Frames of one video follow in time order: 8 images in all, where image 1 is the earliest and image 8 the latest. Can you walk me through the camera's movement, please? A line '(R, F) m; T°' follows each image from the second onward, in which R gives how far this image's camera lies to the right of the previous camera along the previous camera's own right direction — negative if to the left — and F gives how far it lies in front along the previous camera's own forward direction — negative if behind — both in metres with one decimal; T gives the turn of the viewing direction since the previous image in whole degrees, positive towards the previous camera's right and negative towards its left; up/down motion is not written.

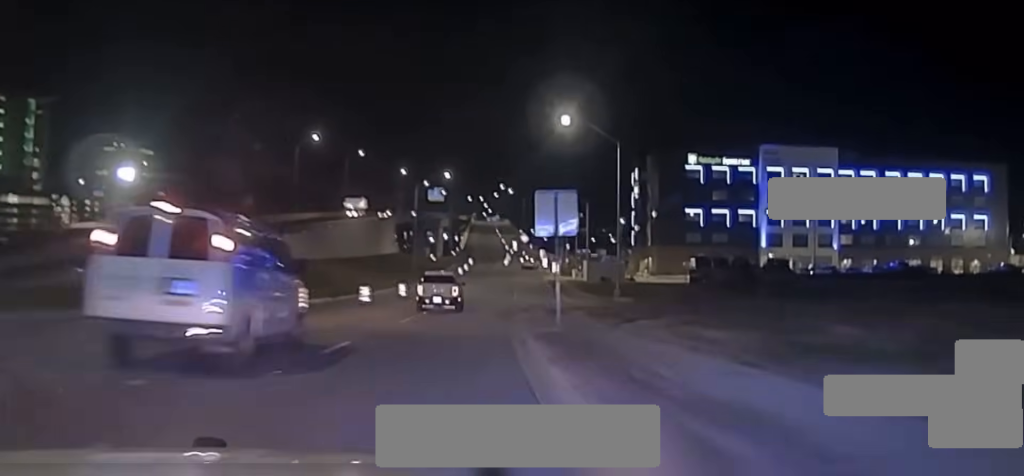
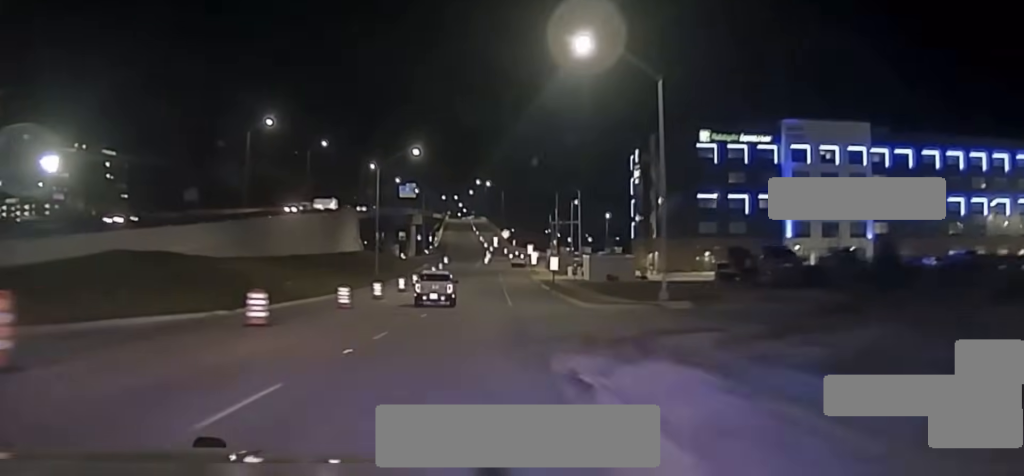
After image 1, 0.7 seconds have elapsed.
(+0.5, +20.6) m; +1°
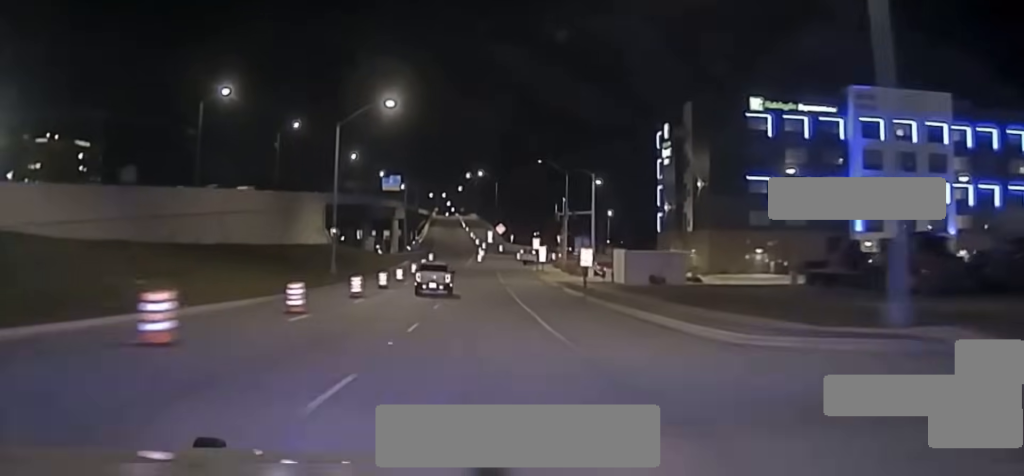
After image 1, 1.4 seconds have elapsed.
(0.0, +23.6) m; 0°
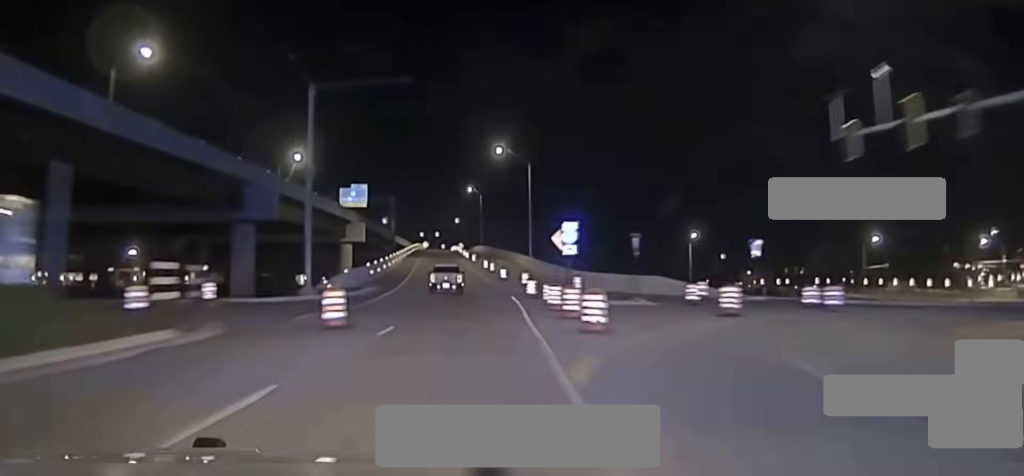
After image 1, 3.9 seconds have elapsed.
(-0.2, +91.7) m; 0°
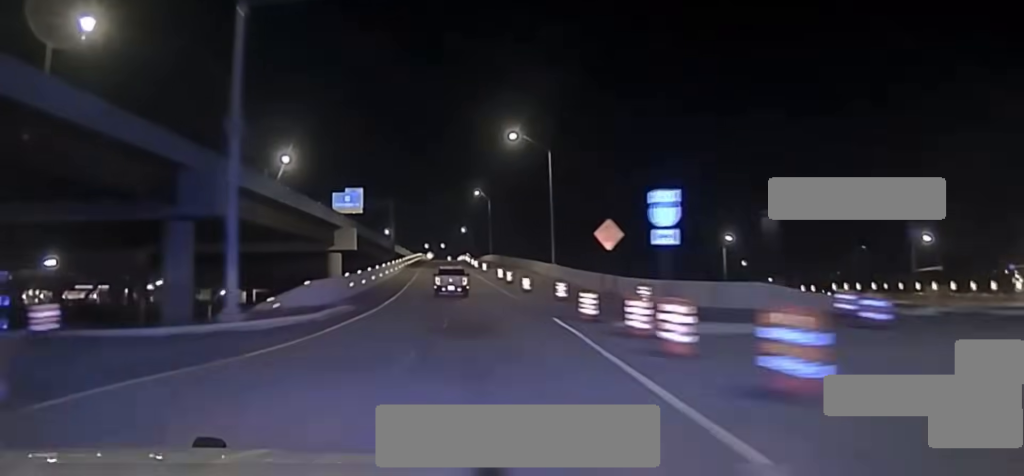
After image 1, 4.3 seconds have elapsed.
(+0.1, +16.7) m; 0°
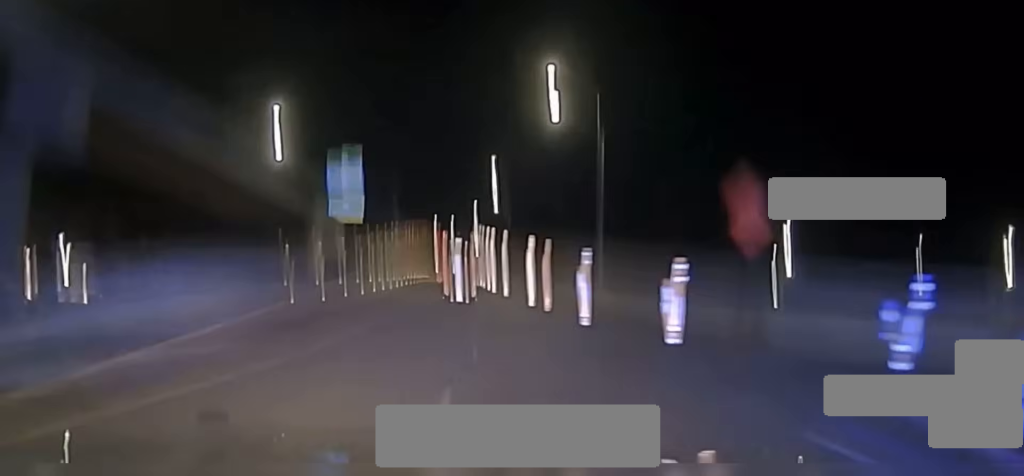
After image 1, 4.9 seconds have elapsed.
(-0.1, +22.8) m; 0°
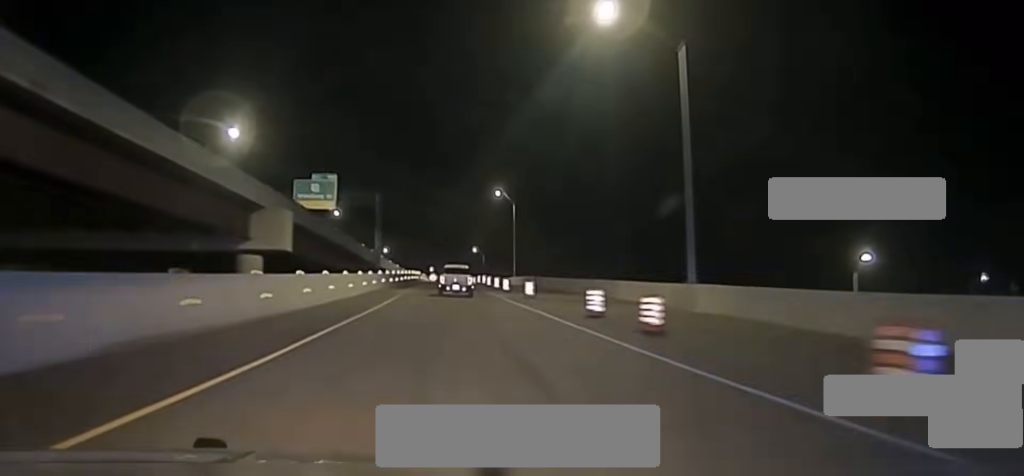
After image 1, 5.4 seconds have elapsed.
(-0.2, +23.9) m; 0°
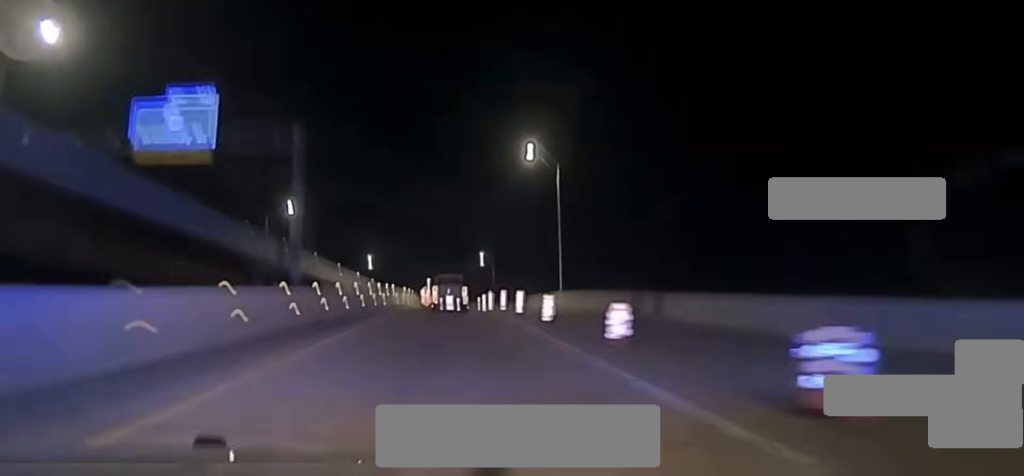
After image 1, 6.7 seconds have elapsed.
(+0.1, +55.1) m; +1°
